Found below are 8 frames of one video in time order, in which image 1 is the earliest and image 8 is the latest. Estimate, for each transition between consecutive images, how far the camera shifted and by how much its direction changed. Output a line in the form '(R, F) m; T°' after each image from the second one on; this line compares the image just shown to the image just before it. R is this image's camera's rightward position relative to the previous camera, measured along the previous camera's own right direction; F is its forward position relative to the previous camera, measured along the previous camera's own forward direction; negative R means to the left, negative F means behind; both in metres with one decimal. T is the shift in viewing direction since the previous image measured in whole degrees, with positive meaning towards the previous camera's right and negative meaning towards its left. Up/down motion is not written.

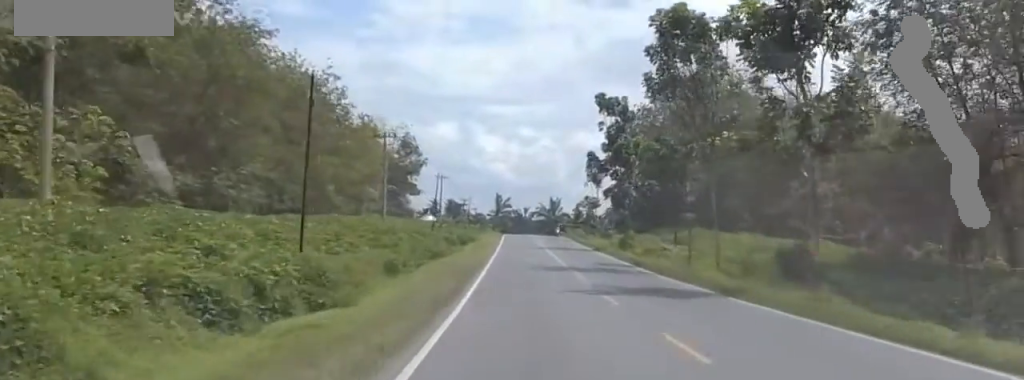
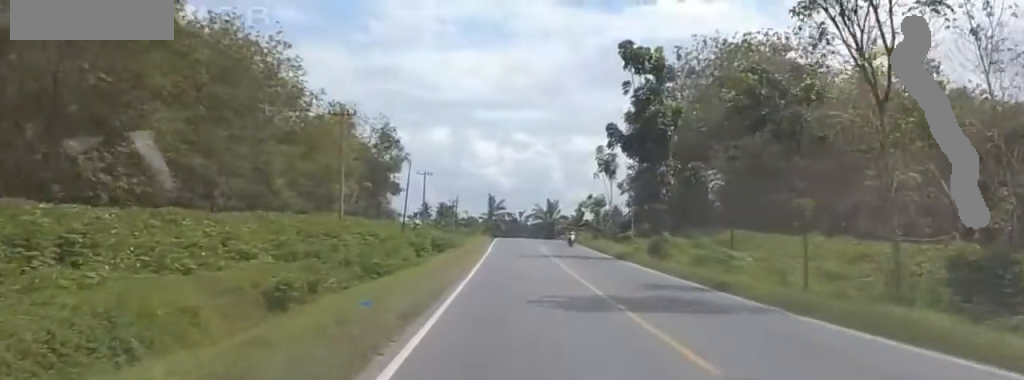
(+0.3, +17.6) m; 0°
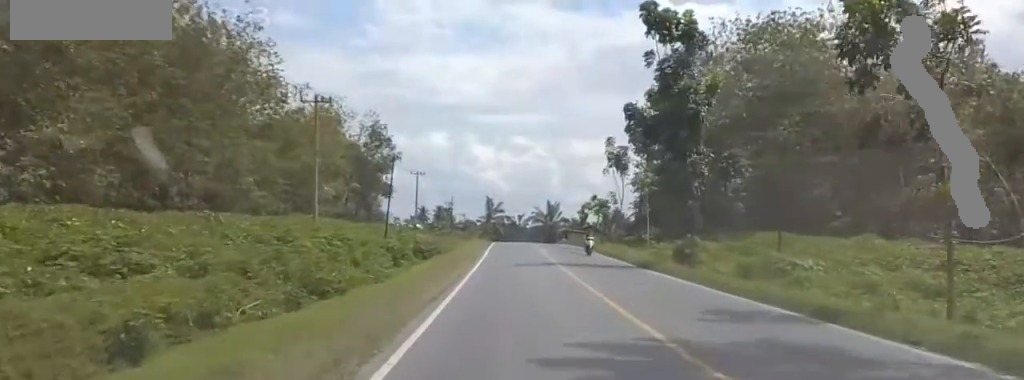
(-1.1, +8.1) m; 0°
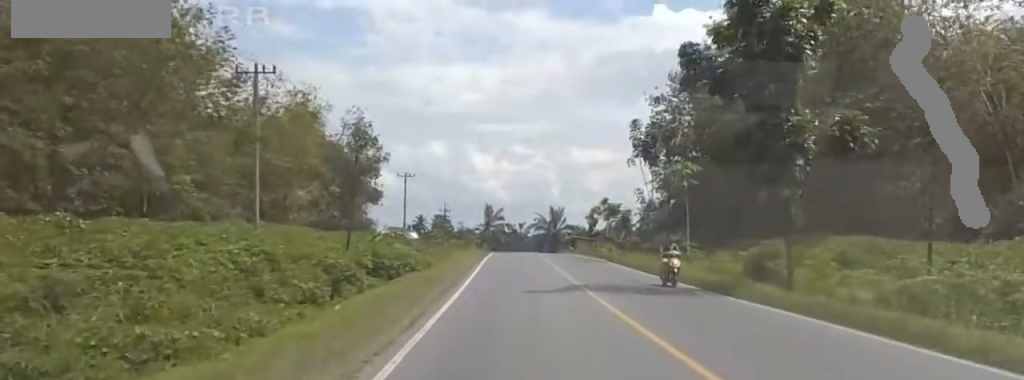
(+1.7, +13.2) m; +3°
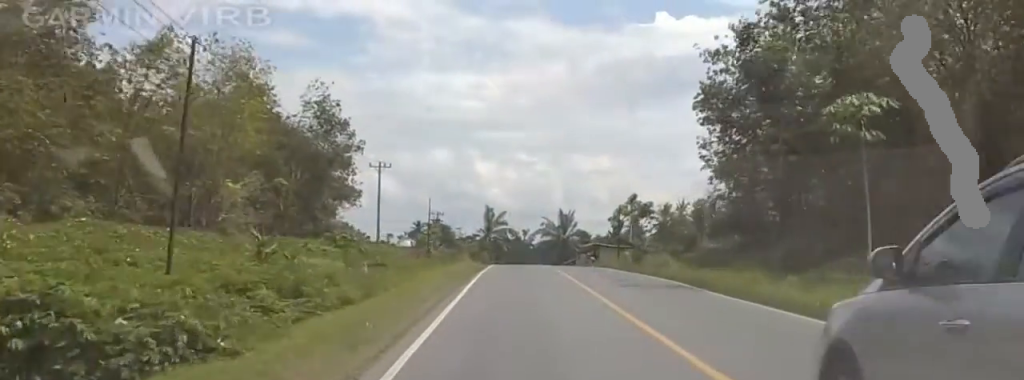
(-0.9, +23.3) m; -3°
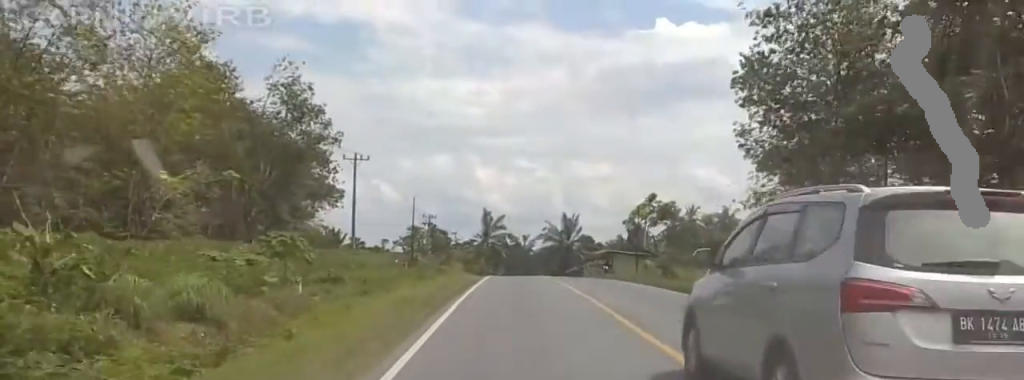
(0.0, +12.6) m; +1°
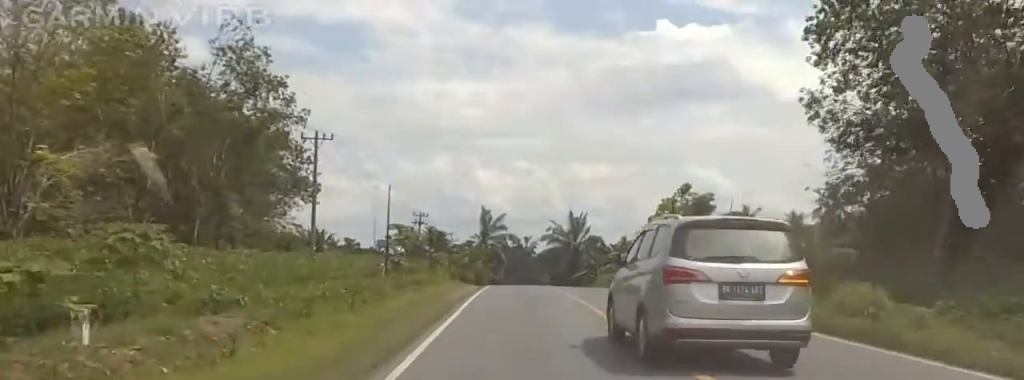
(+0.2, +14.3) m; -1°
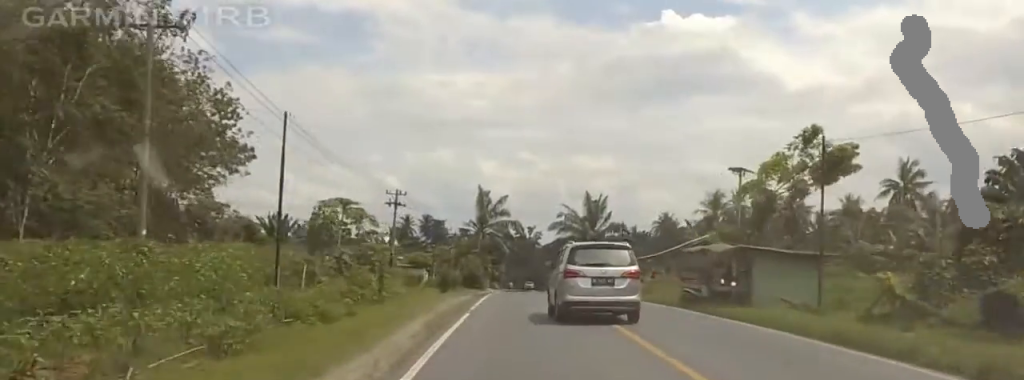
(-0.2, +25.5) m; +1°
